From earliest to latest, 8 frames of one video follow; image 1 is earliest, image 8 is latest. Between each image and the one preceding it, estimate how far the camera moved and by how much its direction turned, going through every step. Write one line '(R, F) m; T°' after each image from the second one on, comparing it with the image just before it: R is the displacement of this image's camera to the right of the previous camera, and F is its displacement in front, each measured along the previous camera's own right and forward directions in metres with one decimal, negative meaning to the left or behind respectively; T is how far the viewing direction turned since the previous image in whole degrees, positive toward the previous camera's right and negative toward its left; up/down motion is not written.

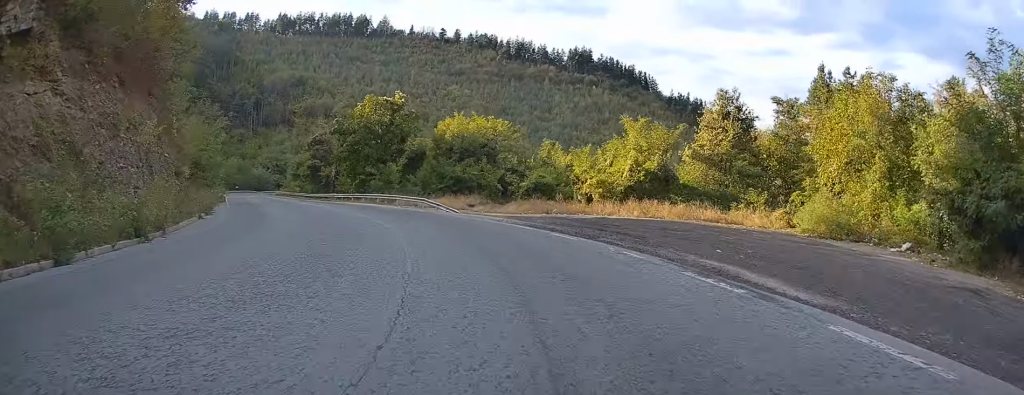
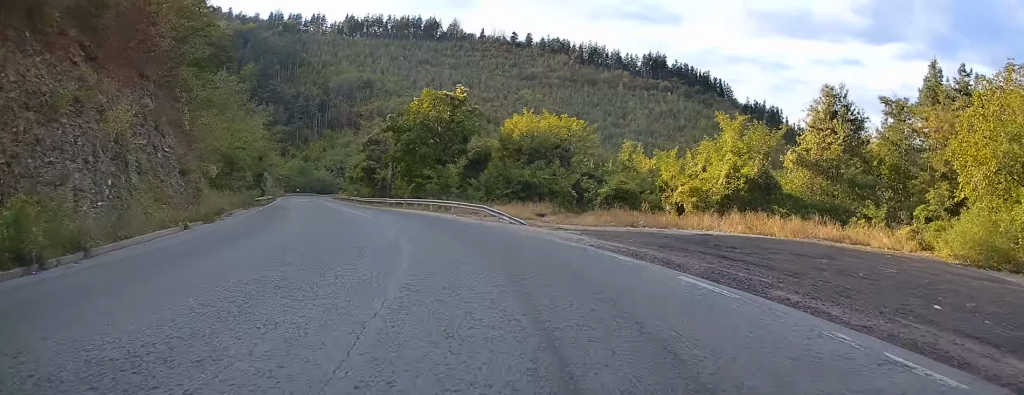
(-0.2, +8.6) m; -5°
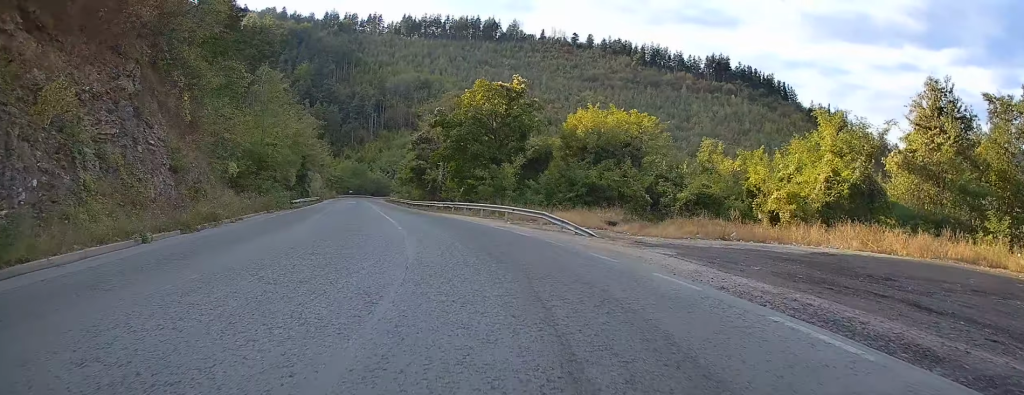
(-0.5, +7.4) m; -4°
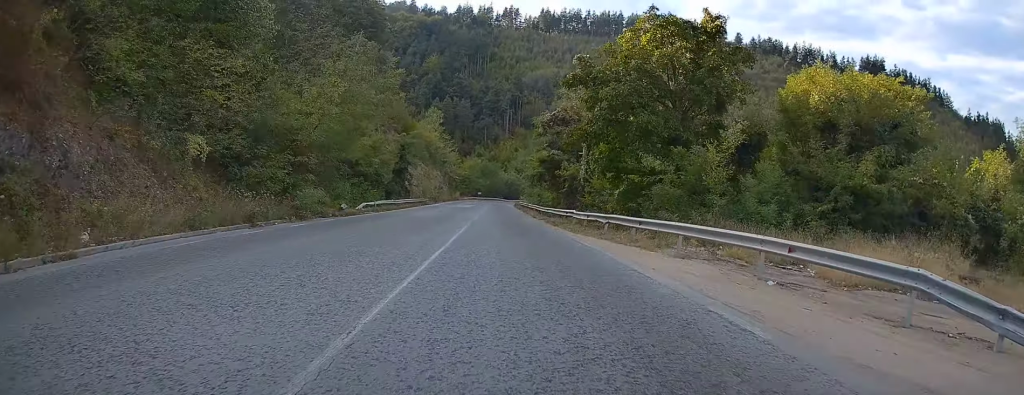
(-2.5, +23.4) m; -20°
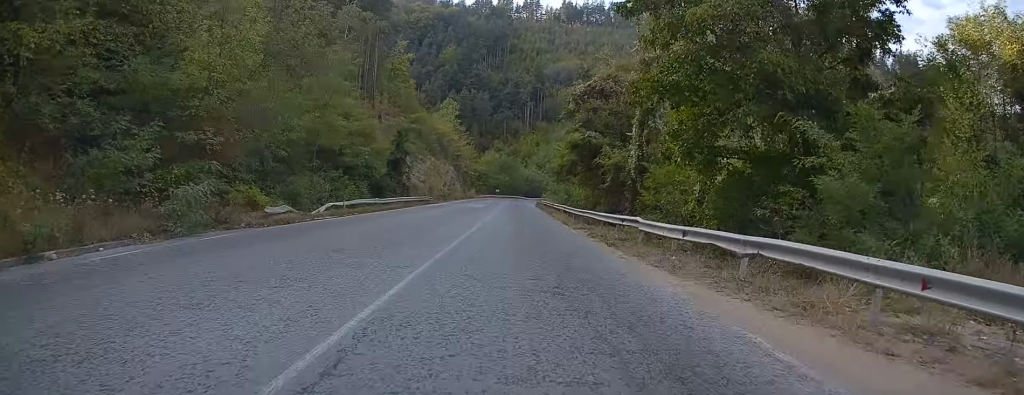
(-2.6, +13.4) m; -8°
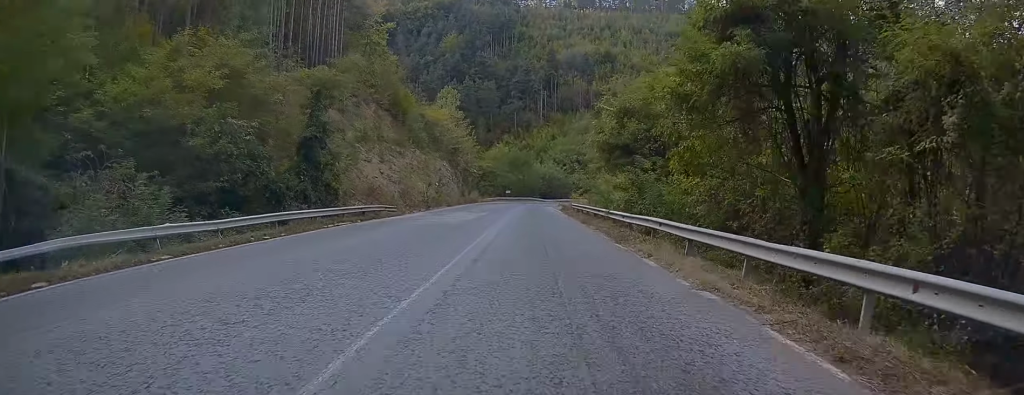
(+0.1, +28.5) m; +1°
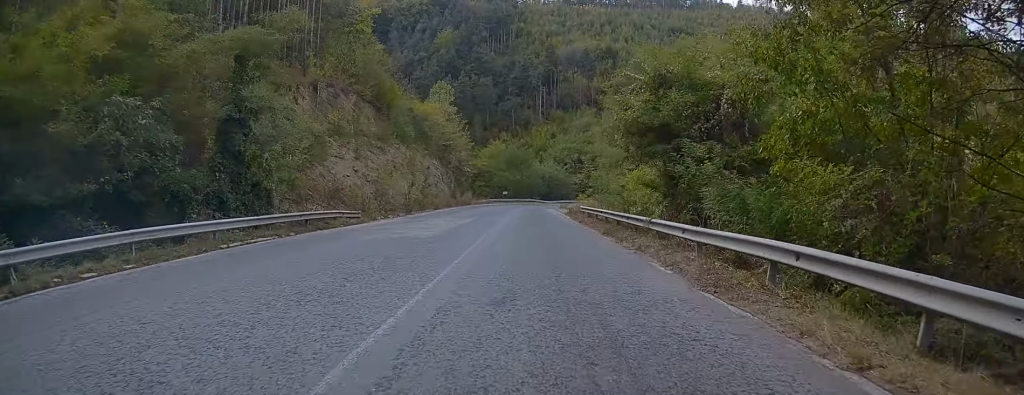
(0.0, +9.2) m; 0°
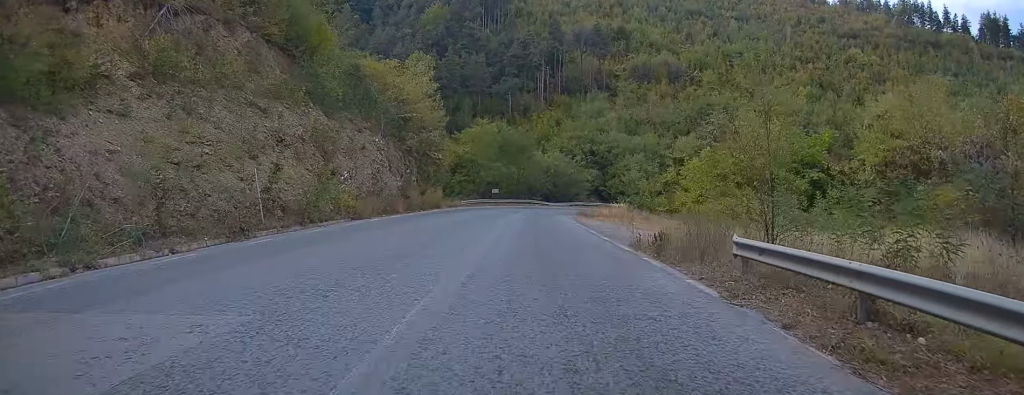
(+0.1, +30.5) m; +2°
